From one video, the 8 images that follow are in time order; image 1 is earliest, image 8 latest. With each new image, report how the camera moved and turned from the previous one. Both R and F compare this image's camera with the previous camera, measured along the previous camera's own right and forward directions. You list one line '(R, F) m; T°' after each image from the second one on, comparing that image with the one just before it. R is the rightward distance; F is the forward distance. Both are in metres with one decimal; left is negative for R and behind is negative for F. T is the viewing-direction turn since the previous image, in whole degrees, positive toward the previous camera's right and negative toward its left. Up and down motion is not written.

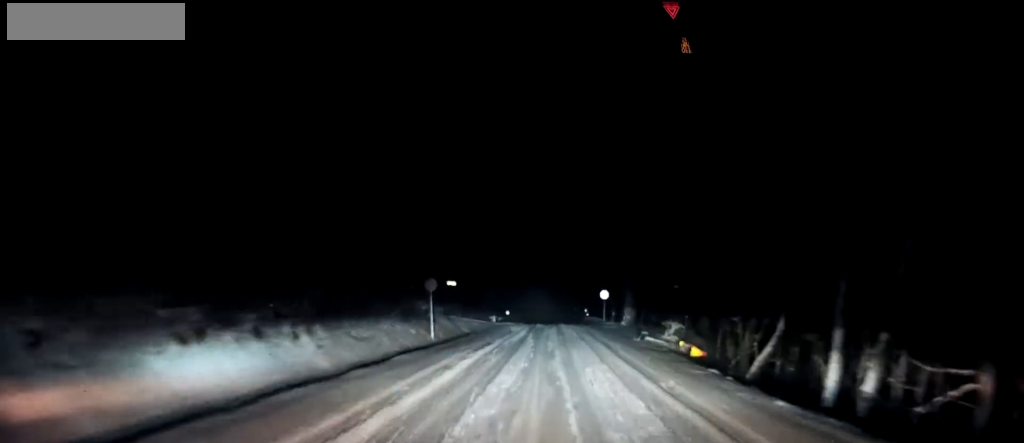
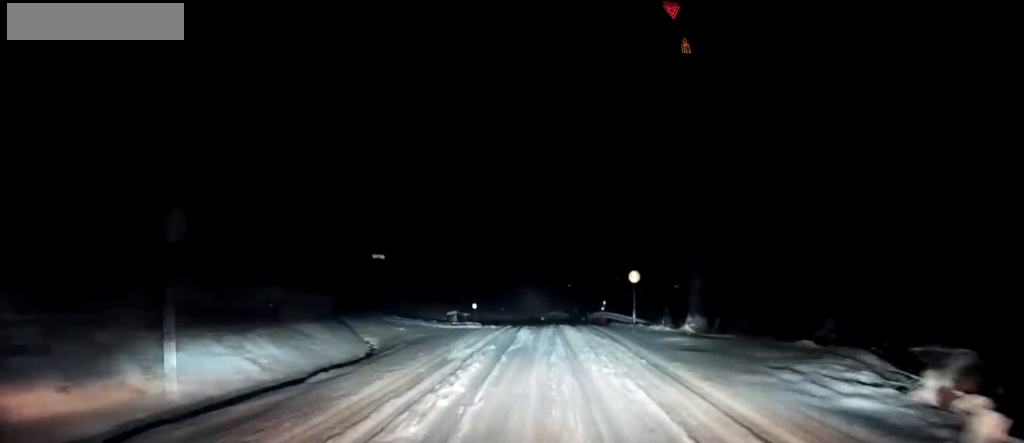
(+0.2, +20.4) m; 0°
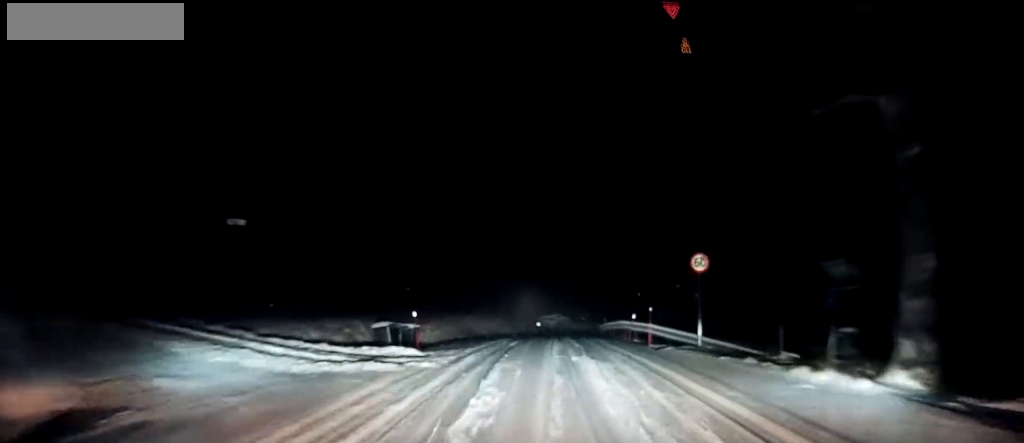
(-0.3, +14.0) m; -2°
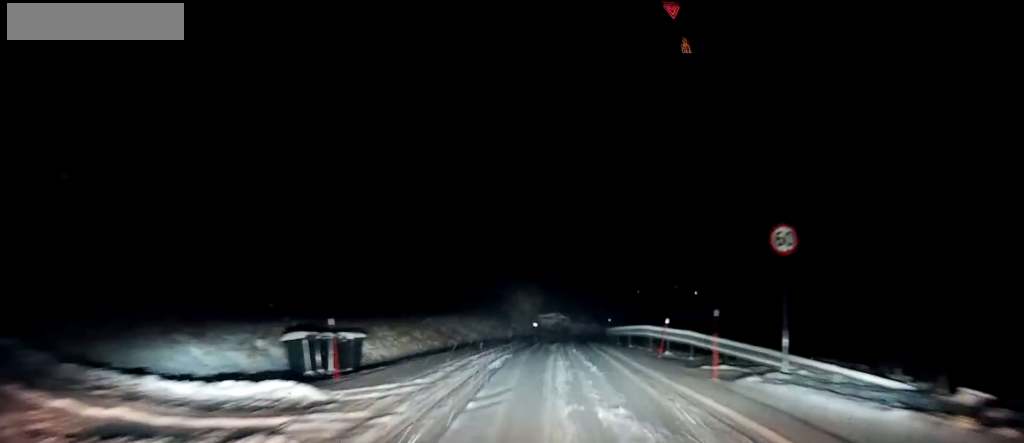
(-0.1, +6.8) m; 0°
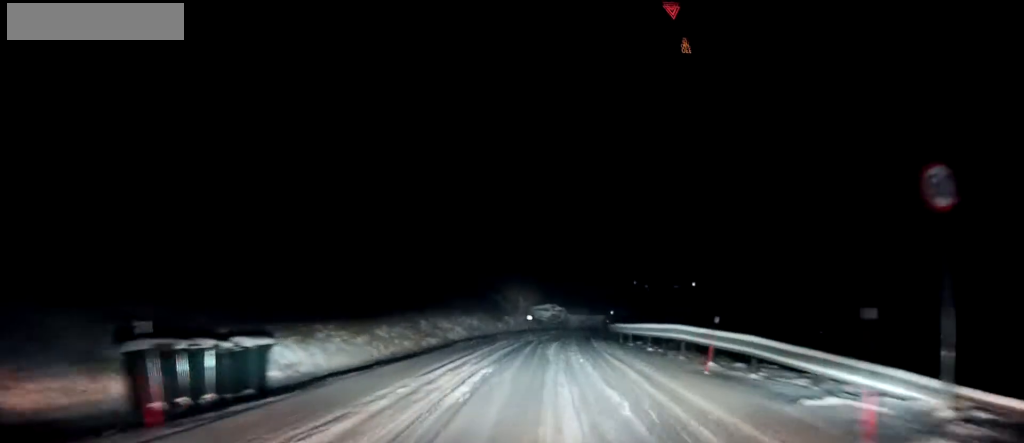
(+0.1, +5.4) m; +1°
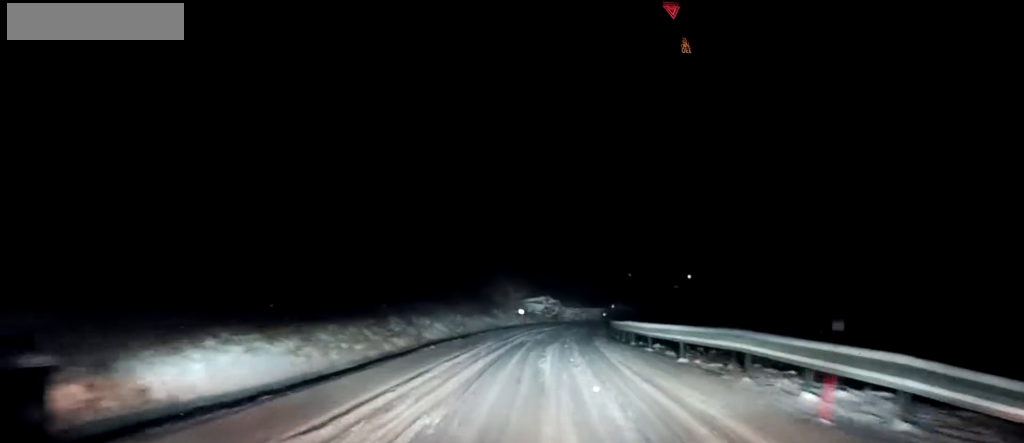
(0.0, +5.3) m; +1°
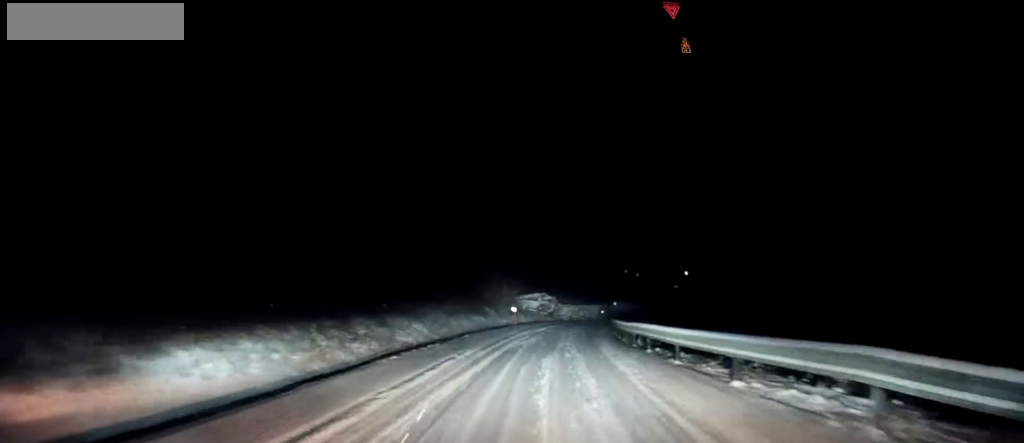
(-0.1, +4.2) m; +1°
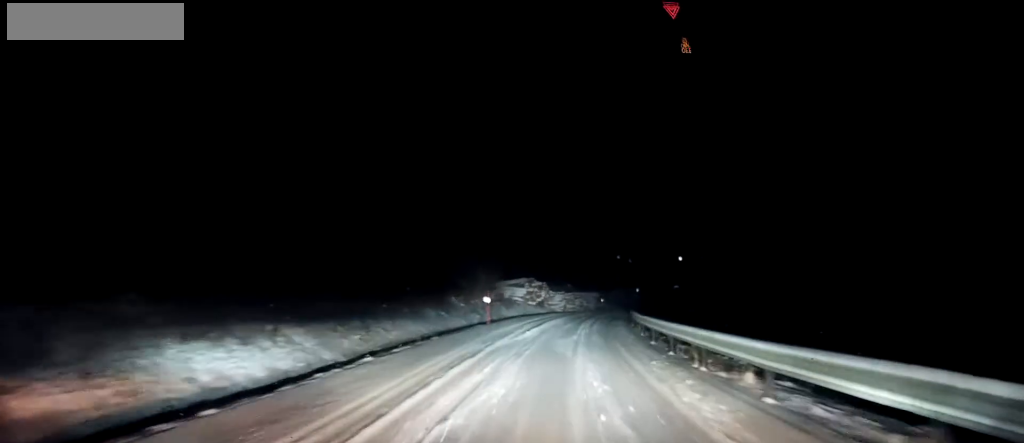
(+0.4, +13.2) m; +3°
